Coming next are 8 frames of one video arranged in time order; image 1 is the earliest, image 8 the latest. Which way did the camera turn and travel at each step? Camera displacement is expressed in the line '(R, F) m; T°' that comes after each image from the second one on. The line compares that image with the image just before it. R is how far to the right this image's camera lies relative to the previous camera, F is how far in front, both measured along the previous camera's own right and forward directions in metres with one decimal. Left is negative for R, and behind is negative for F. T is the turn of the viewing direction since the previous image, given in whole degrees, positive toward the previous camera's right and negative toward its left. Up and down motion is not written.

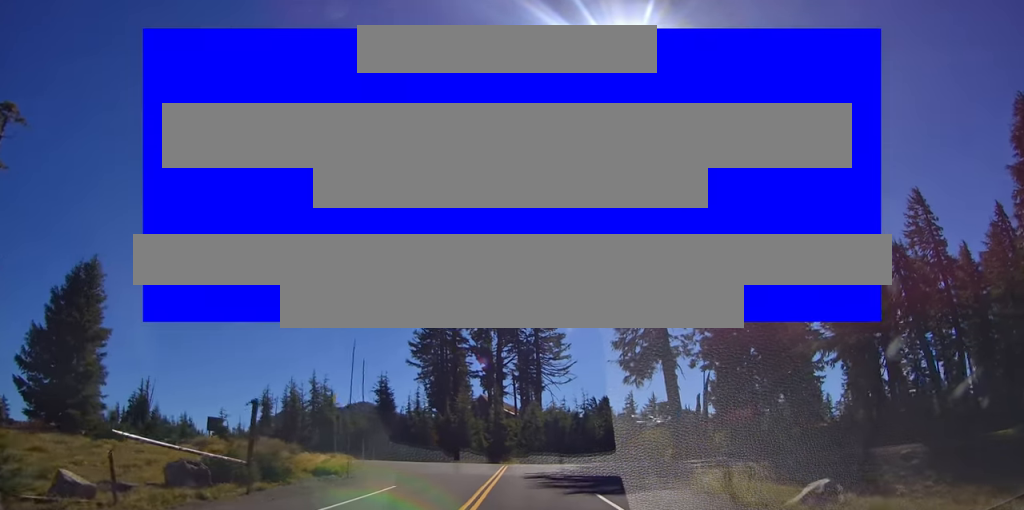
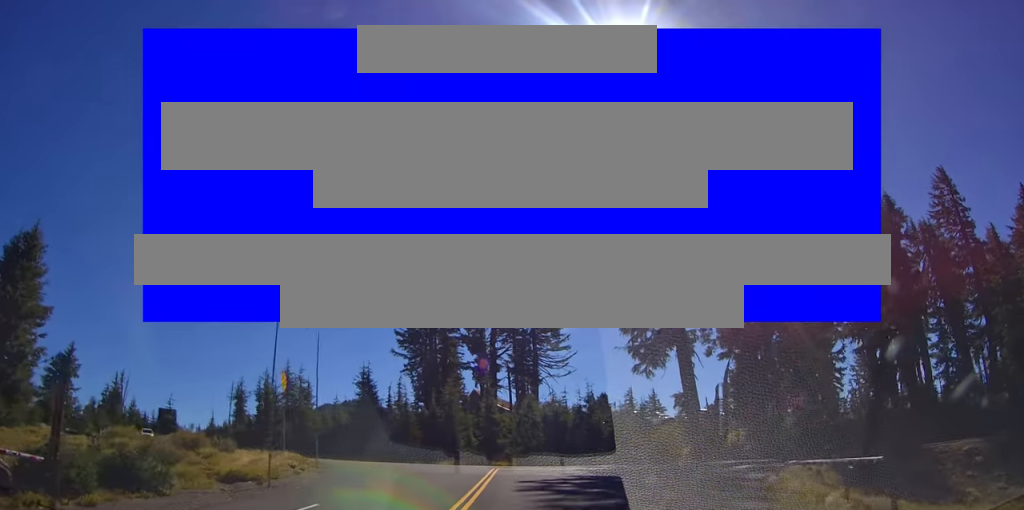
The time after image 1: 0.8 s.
(+0.1, +6.0) m; +1°
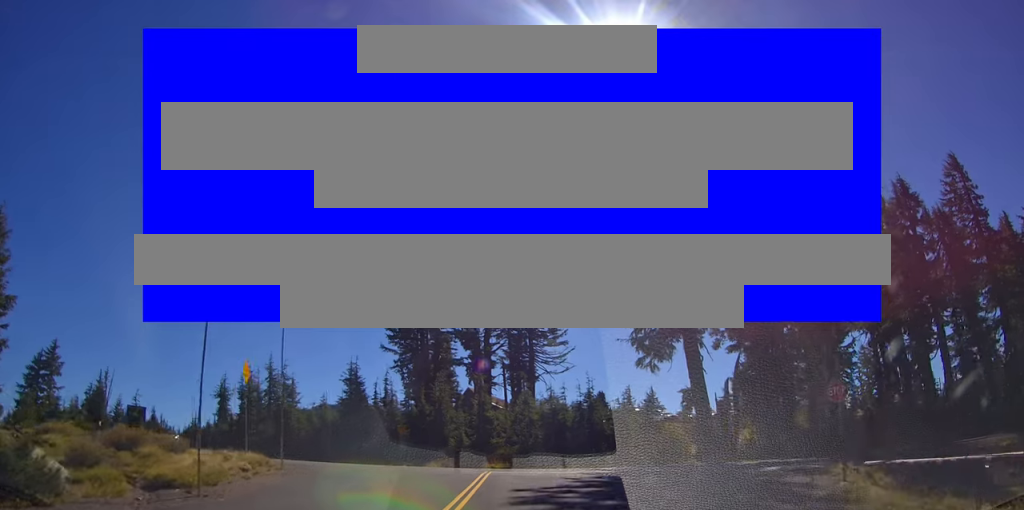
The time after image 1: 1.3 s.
(0.0, +2.9) m; +2°
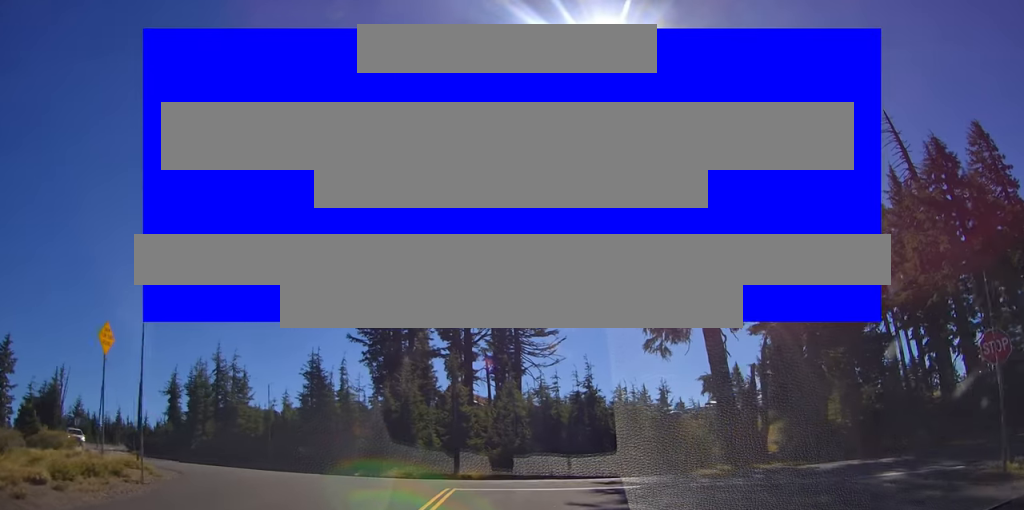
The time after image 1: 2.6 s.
(+0.3, +6.7) m; +2°
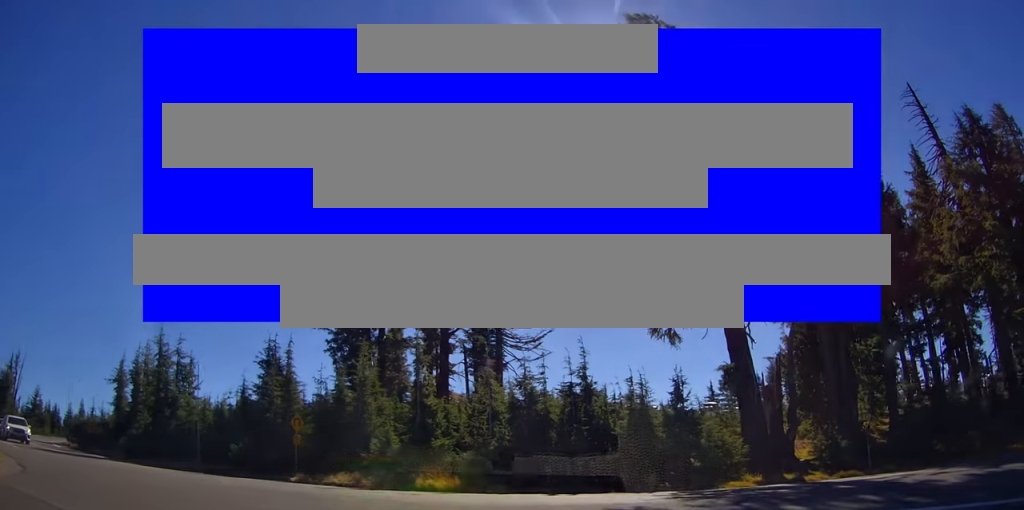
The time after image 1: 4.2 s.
(-0.2, +5.1) m; +18°
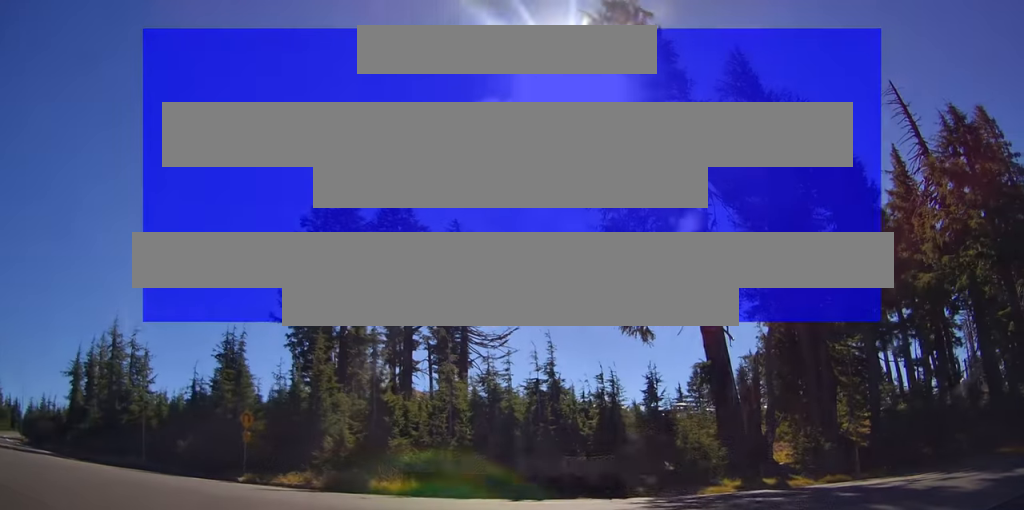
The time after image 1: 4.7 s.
(+0.5, +0.8) m; +21°
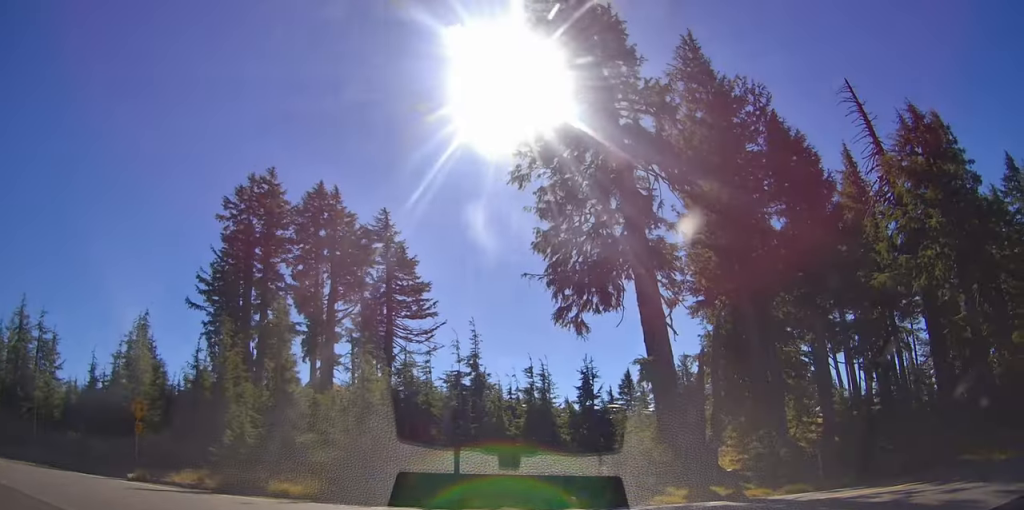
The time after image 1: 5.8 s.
(+0.2, +1.5) m; +10°
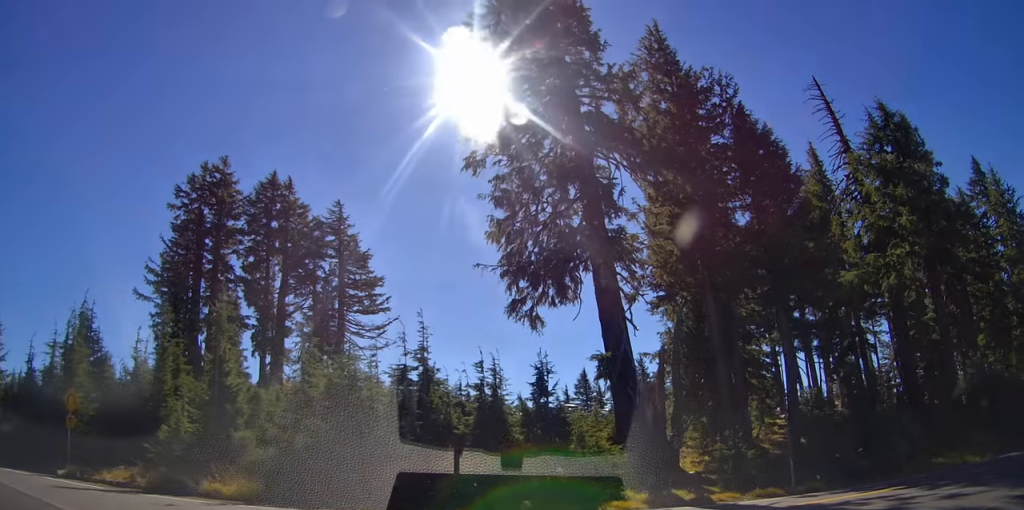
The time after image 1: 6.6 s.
(0.0, +0.6) m; 0°
